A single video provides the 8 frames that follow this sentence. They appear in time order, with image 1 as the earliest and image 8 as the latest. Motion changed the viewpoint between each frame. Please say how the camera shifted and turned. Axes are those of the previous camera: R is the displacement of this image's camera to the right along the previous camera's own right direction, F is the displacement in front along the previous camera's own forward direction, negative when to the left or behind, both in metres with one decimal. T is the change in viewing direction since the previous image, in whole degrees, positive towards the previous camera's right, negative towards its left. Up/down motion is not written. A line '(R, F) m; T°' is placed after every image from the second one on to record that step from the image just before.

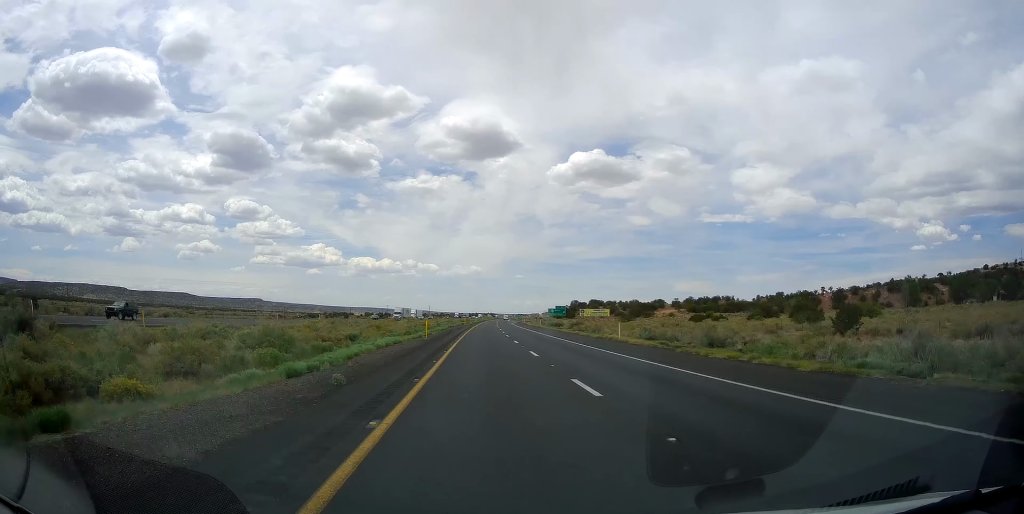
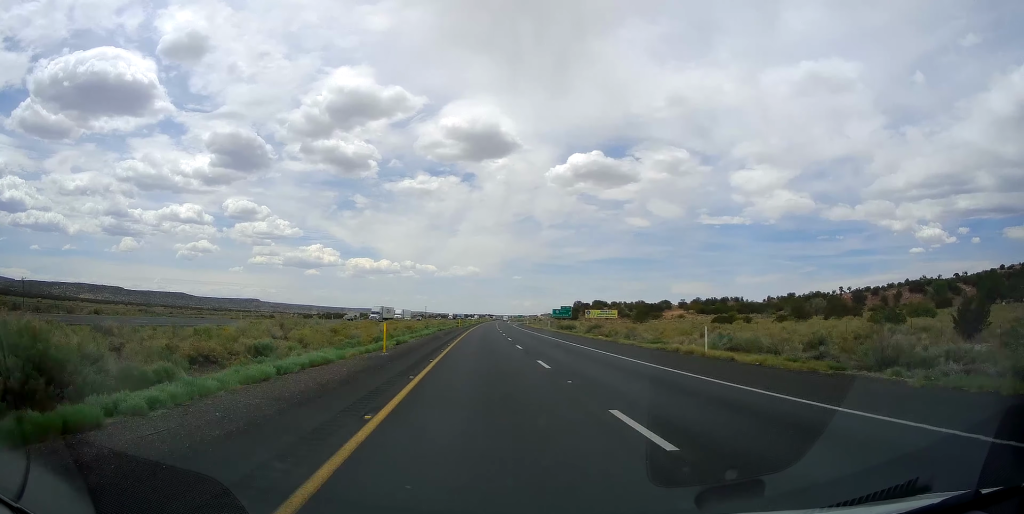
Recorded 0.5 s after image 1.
(+0.1, +17.5) m; 0°
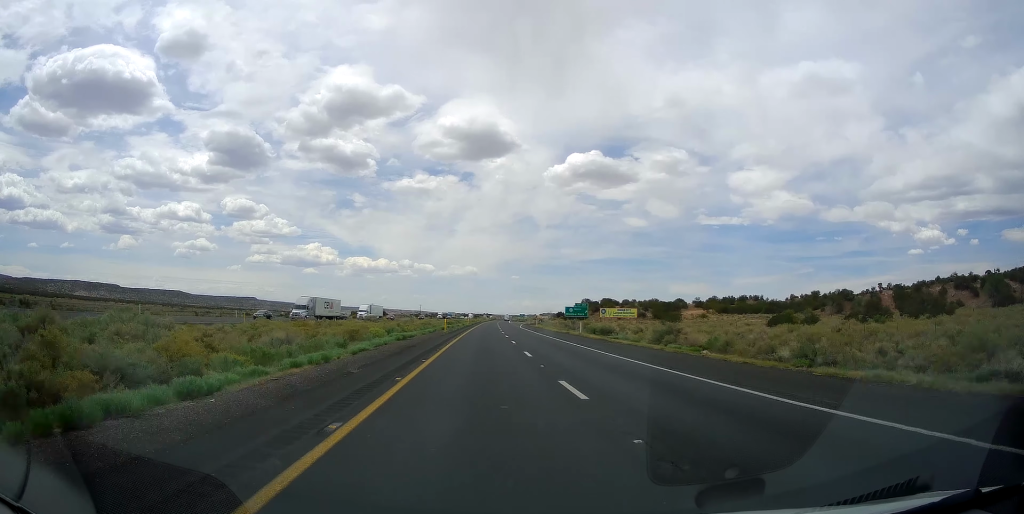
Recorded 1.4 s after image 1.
(-0.4, +31.4) m; 0°
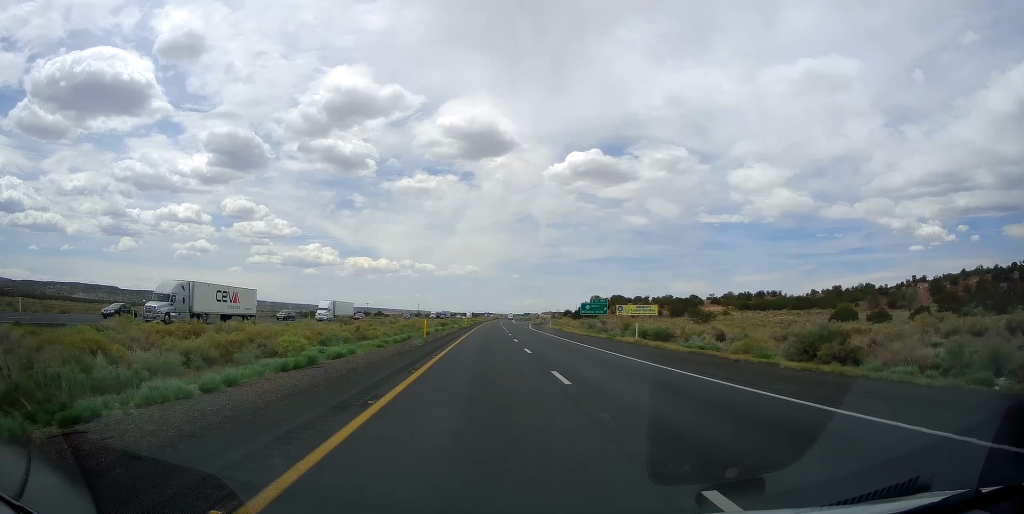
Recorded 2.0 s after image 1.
(+0.2, +22.2) m; +1°
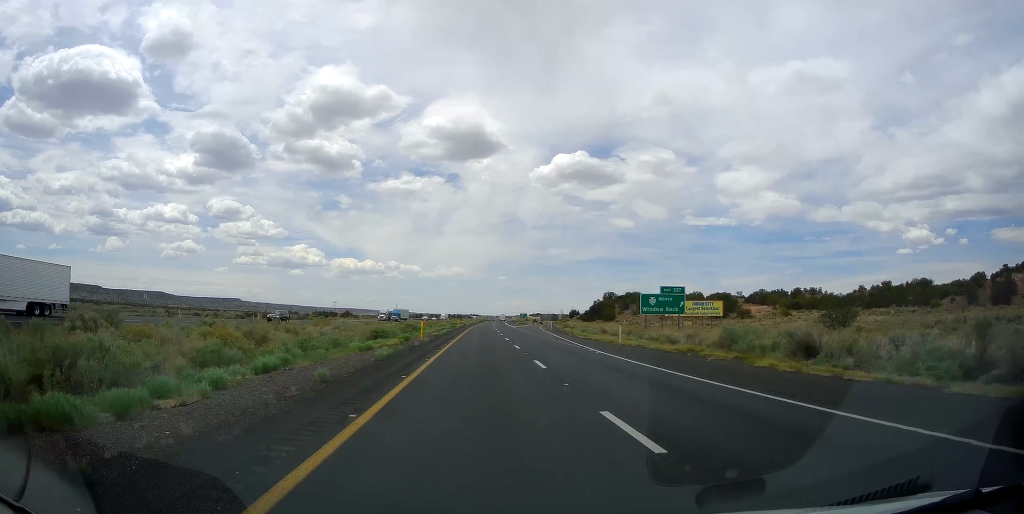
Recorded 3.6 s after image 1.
(+1.4, +56.0) m; +1°
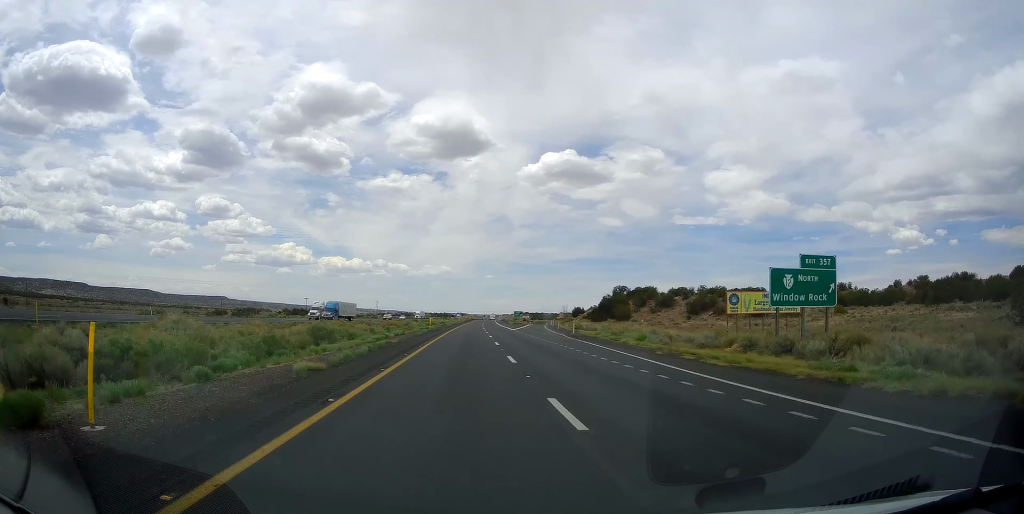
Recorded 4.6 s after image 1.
(-0.8, +34.9) m; -1°
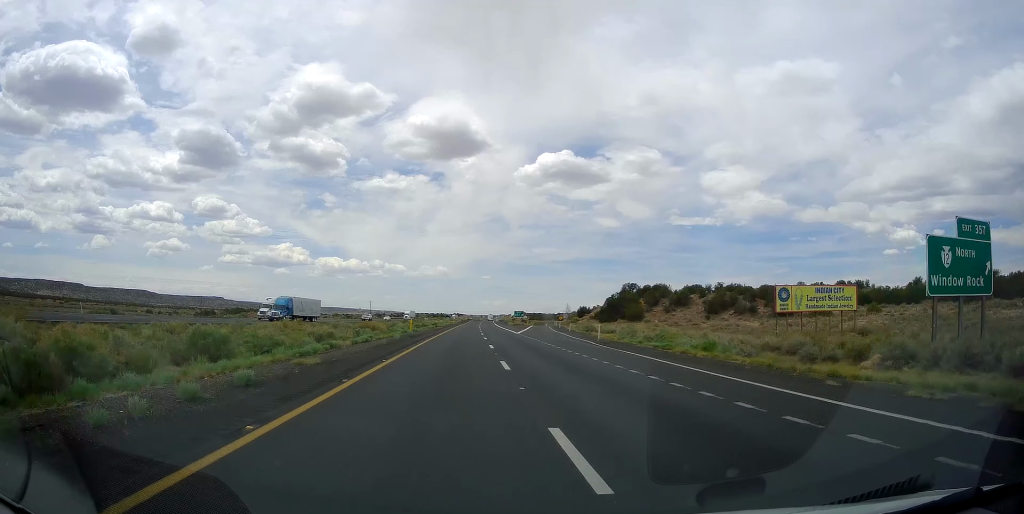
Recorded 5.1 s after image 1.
(0.0, +15.1) m; +1°
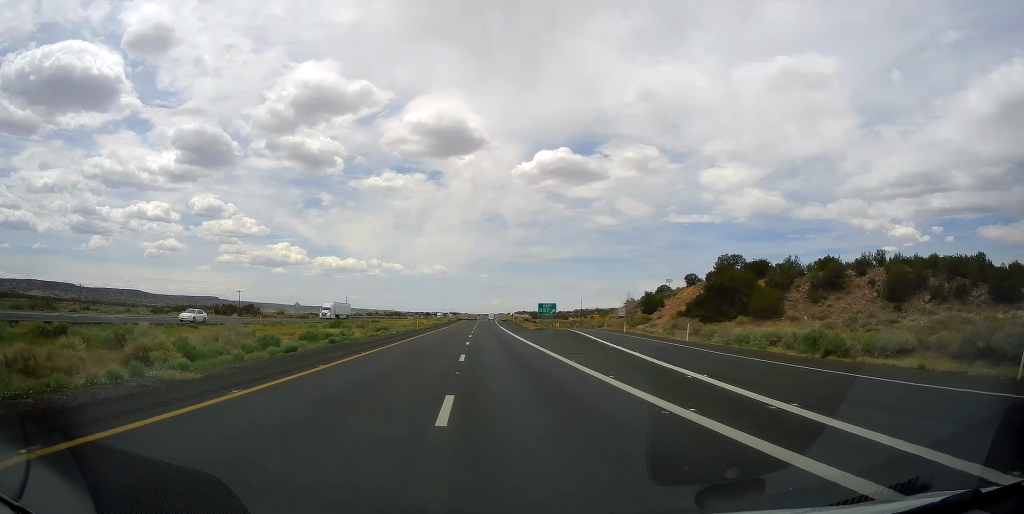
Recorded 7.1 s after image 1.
(+1.9, +69.7) m; +1°
